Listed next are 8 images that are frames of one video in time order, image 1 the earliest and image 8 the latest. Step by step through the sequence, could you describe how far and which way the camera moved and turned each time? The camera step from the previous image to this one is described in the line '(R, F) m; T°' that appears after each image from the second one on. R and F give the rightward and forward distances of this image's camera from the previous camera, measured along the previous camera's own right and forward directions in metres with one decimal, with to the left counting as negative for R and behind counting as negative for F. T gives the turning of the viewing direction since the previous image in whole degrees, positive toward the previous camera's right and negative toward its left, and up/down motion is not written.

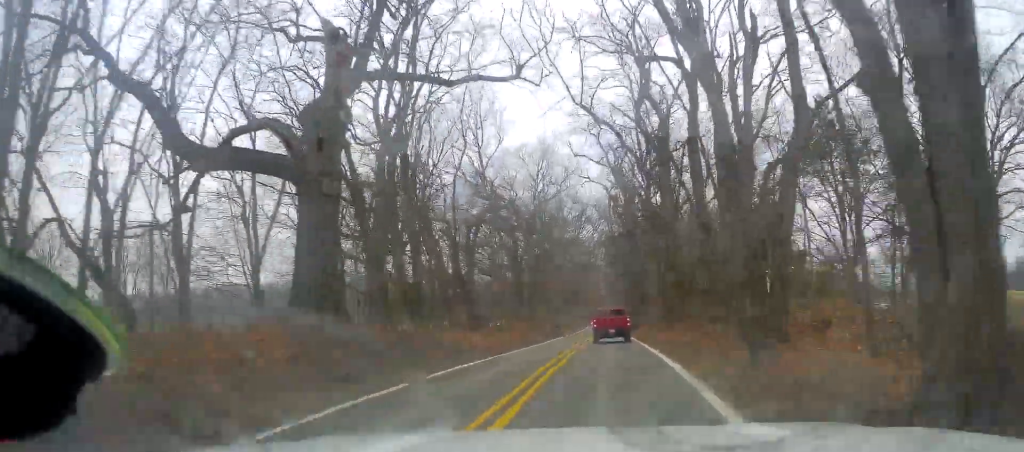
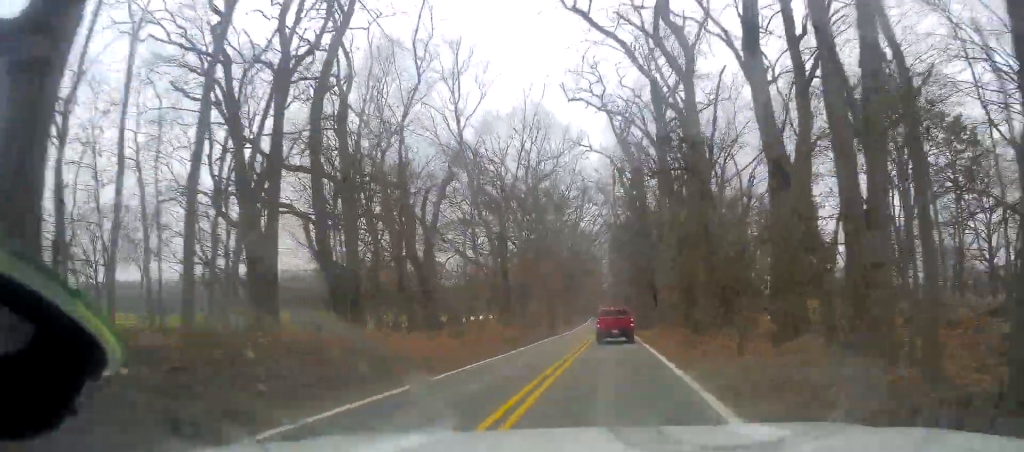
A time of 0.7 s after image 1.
(0.0, +9.1) m; +2°
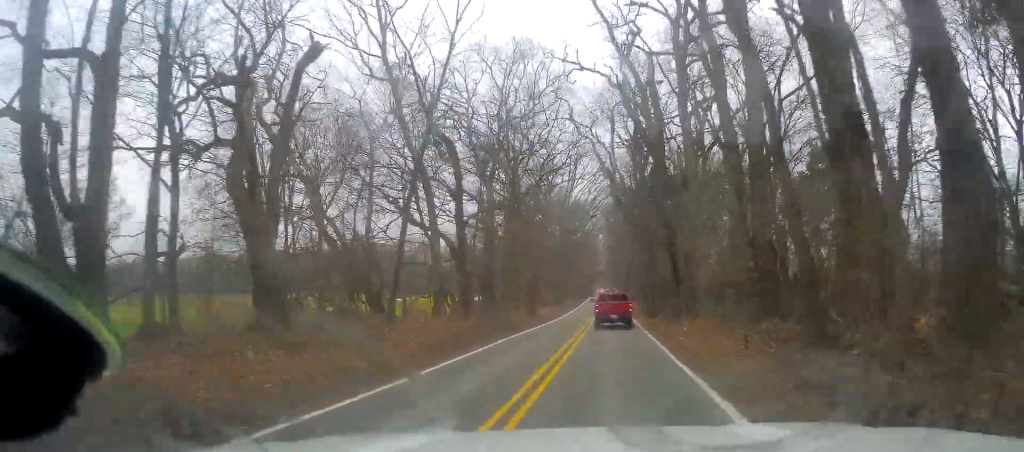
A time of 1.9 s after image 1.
(+0.4, +13.8) m; +1°
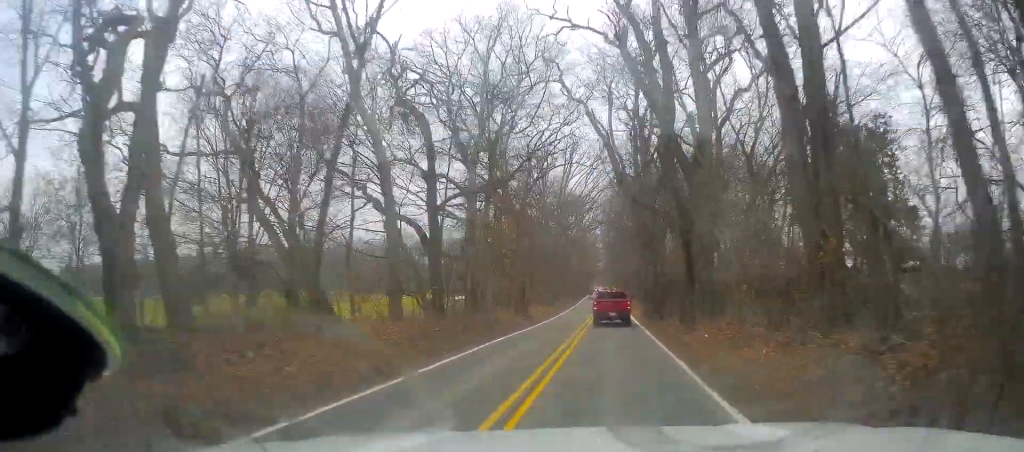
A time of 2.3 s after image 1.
(0.0, +5.2) m; 0°
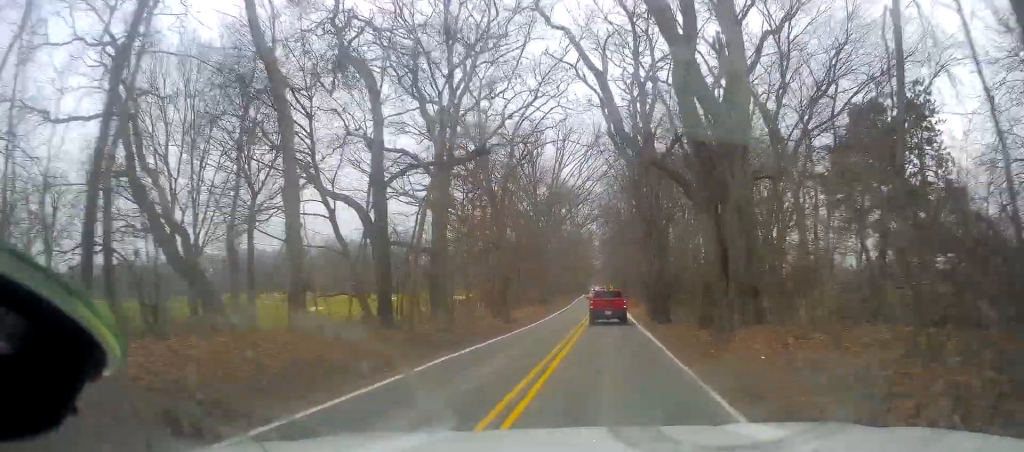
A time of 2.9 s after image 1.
(-0.3, +6.8) m; 0°
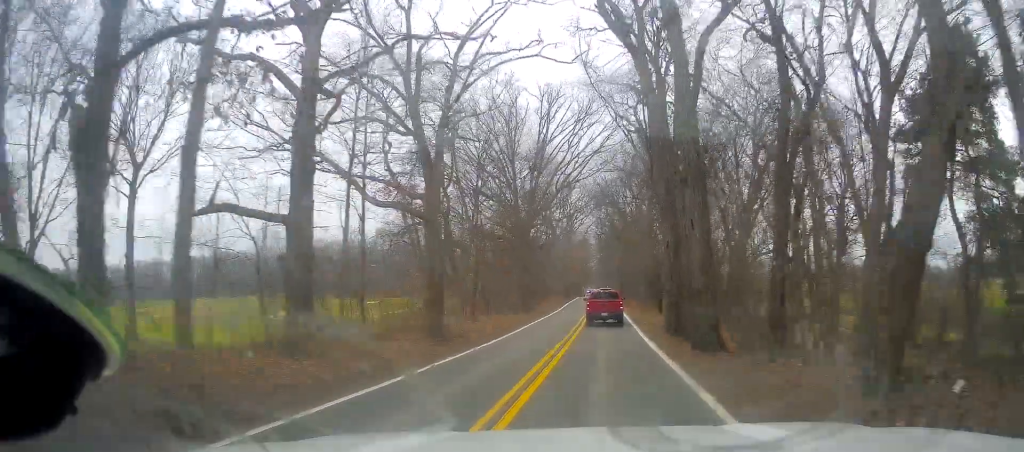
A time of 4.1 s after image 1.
(+0.5, +14.4) m; +3°
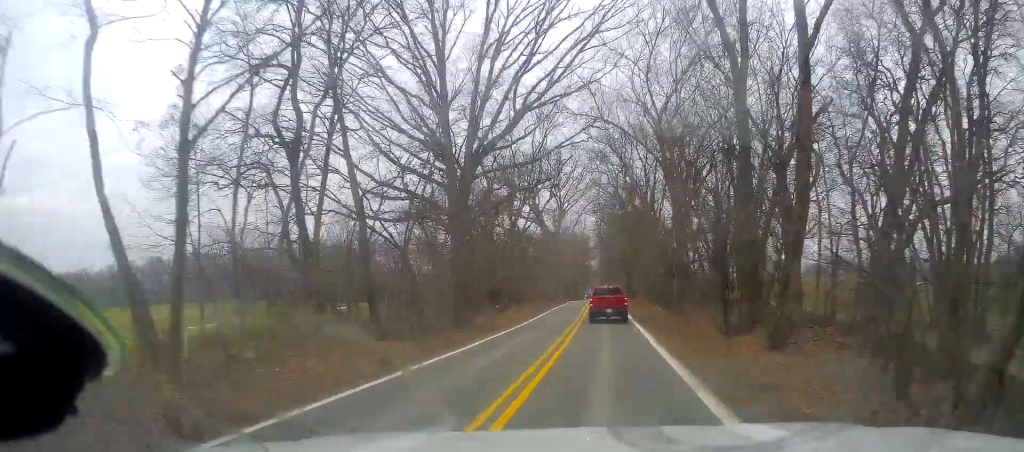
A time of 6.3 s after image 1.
(0.0, +26.3) m; 0°
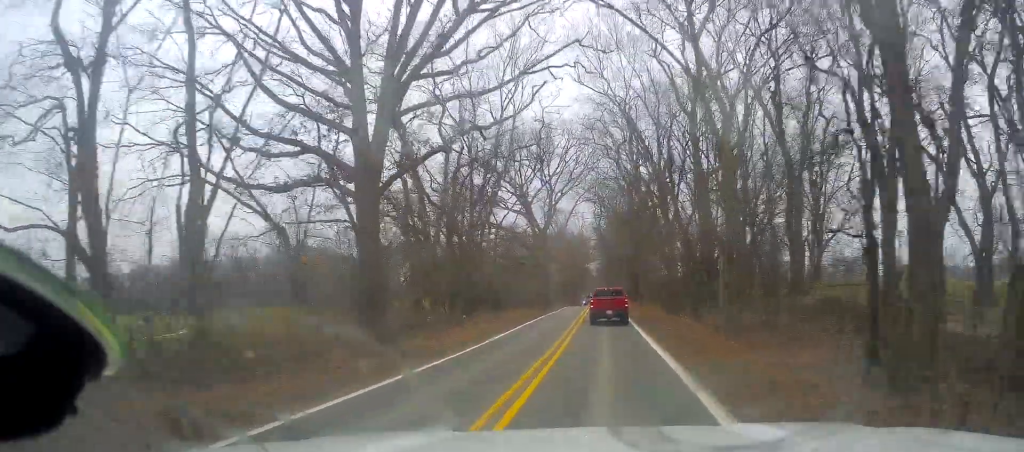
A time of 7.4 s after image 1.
(0.0, +13.1) m; -1°
